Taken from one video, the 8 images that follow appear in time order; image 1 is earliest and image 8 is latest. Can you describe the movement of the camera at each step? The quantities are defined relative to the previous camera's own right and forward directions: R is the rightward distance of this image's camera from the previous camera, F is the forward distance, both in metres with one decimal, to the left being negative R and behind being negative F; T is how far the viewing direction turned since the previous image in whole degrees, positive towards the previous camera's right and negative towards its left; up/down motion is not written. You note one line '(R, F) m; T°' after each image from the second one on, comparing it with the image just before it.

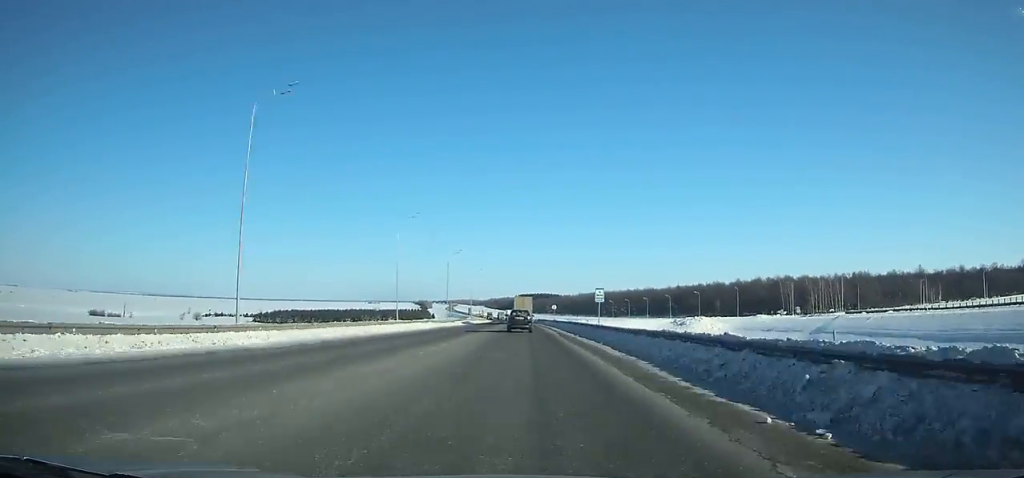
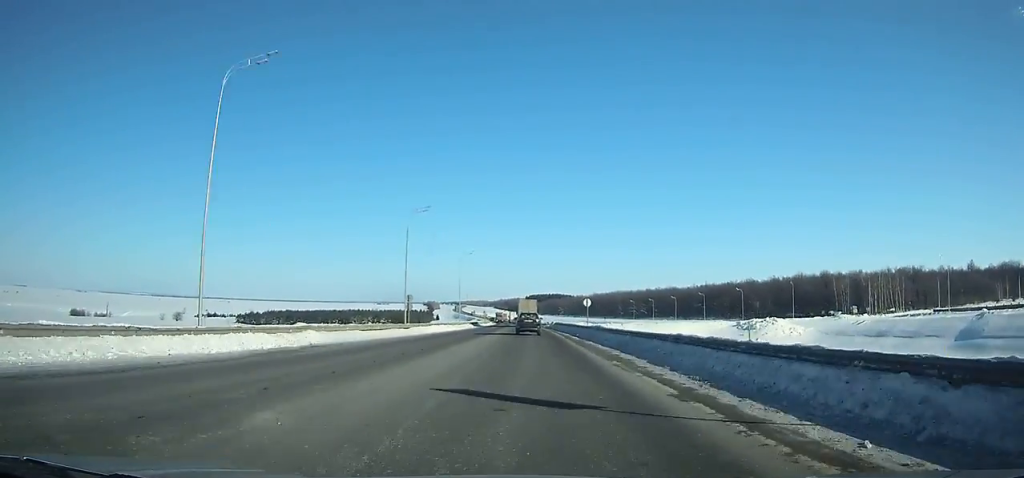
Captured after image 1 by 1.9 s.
(-0.2, +38.5) m; -1°
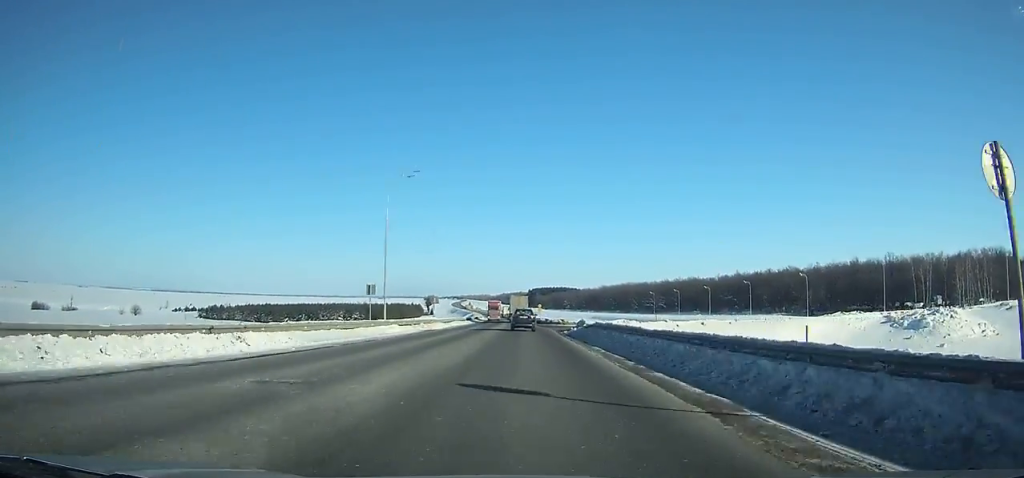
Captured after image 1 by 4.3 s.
(-0.3, +49.7) m; -1°
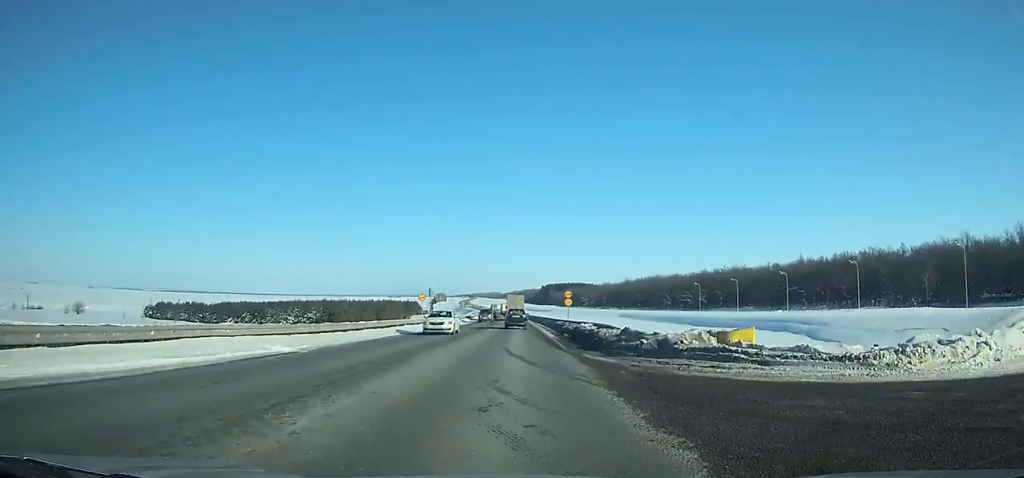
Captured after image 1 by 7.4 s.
(-0.6, +62.9) m; -2°
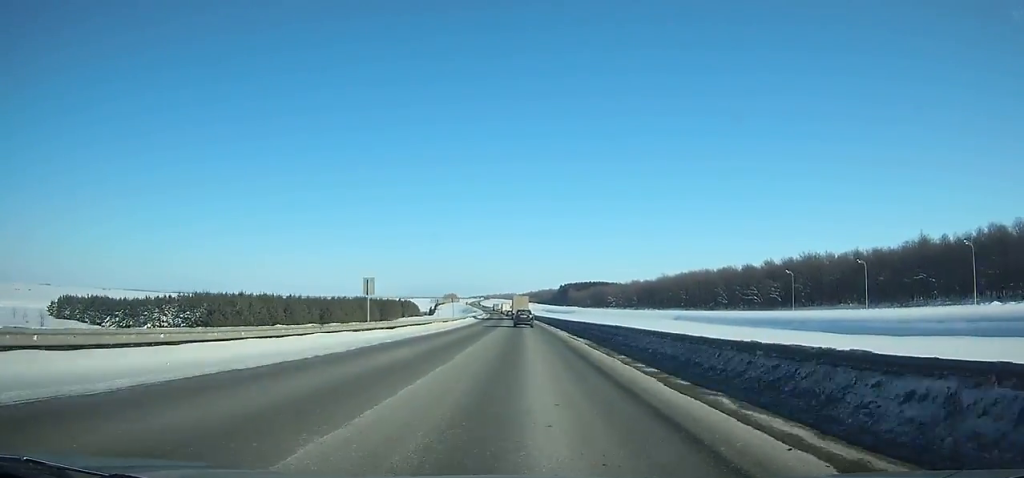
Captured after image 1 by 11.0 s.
(-1.3, +72.6) m; -1°
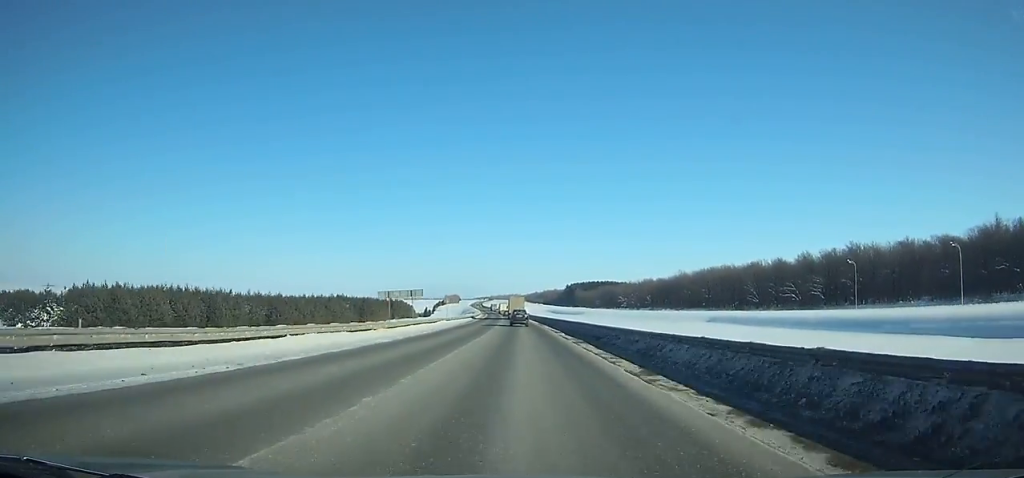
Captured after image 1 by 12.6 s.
(-0.1, +33.3) m; 0°
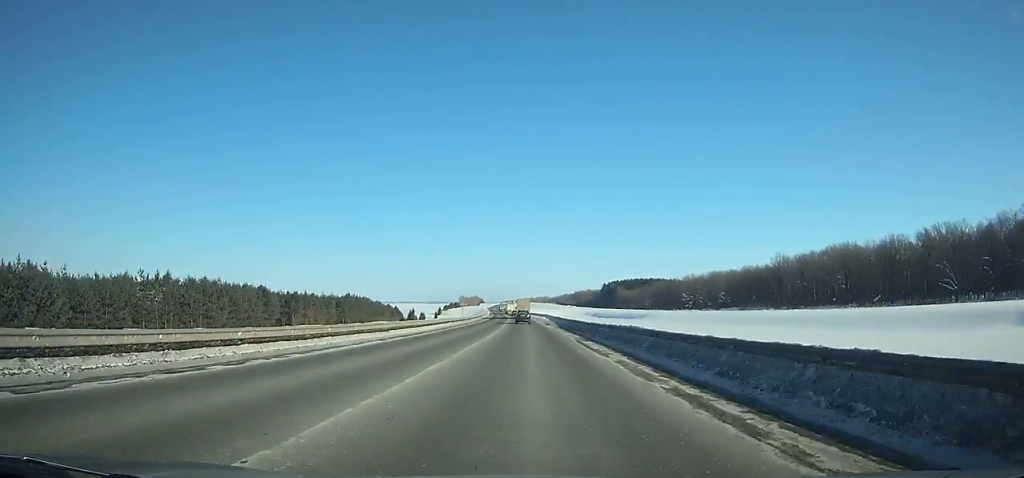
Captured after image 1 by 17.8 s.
(-1.7, +106.3) m; -2°
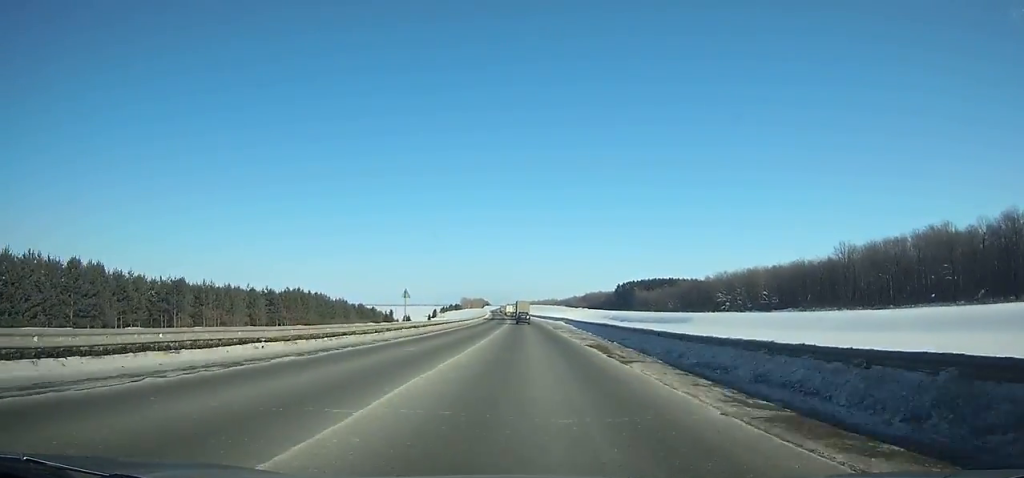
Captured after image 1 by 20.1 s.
(-0.5, +46.3) m; -1°
